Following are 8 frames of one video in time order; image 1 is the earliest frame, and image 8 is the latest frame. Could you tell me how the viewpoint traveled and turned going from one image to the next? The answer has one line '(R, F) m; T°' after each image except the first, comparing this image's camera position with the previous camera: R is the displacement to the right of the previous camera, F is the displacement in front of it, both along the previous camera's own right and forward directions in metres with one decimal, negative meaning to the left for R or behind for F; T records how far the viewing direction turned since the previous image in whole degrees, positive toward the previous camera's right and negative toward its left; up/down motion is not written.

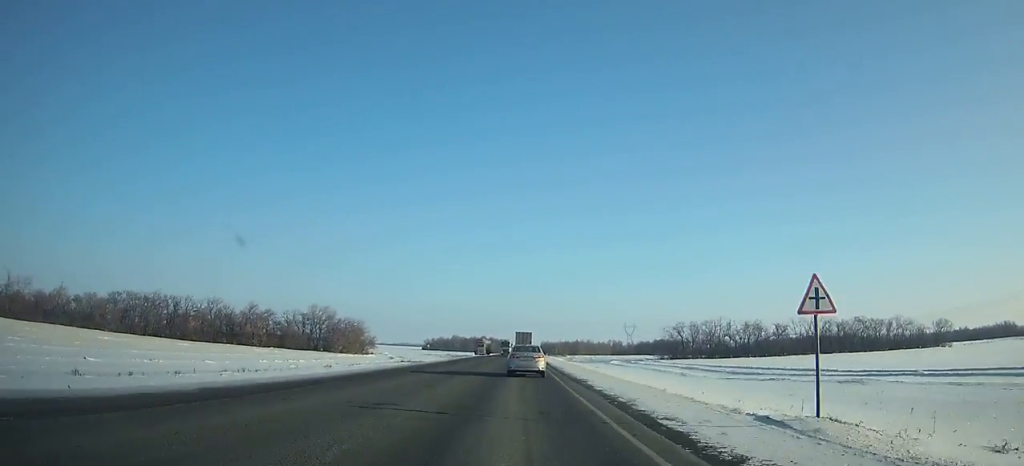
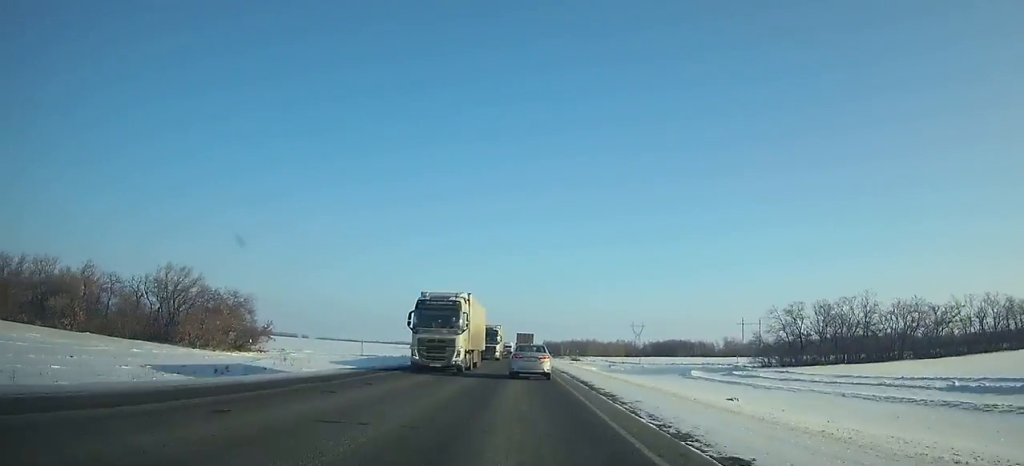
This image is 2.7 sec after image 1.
(+0.1, +60.7) m; 0°
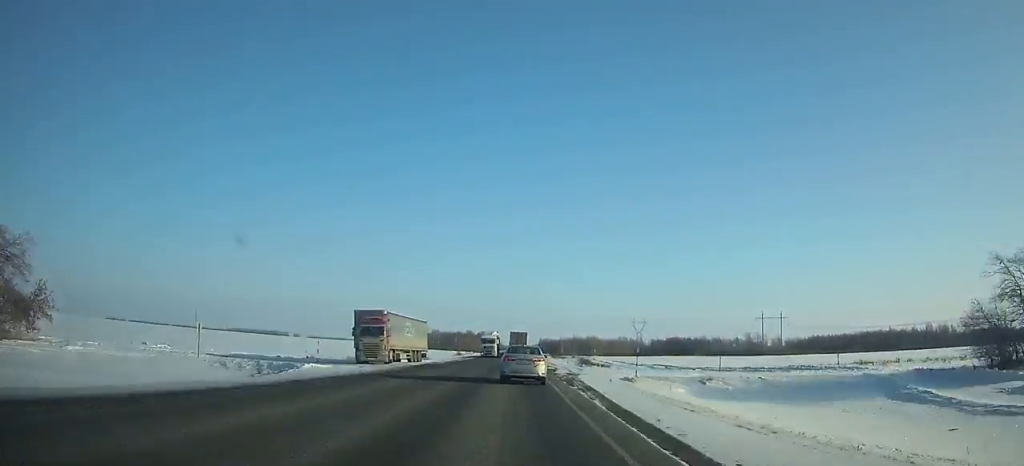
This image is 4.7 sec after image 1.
(0.0, +44.5) m; 0°
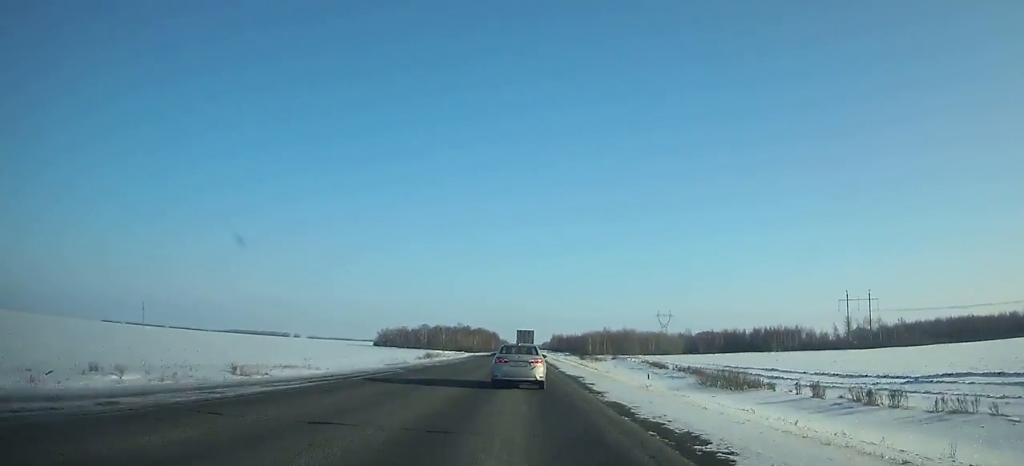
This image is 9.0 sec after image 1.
(-0.4, +94.7) m; 0°
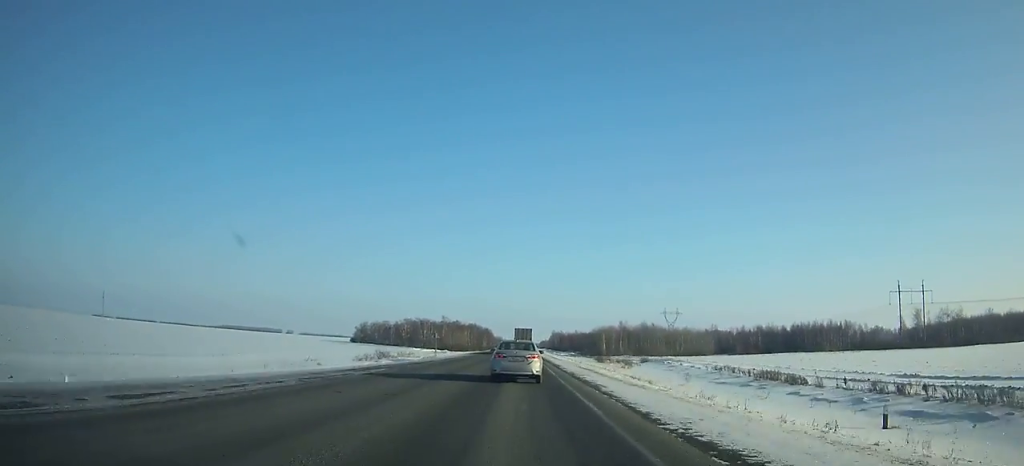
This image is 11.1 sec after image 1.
(0.0, +46.2) m; 0°
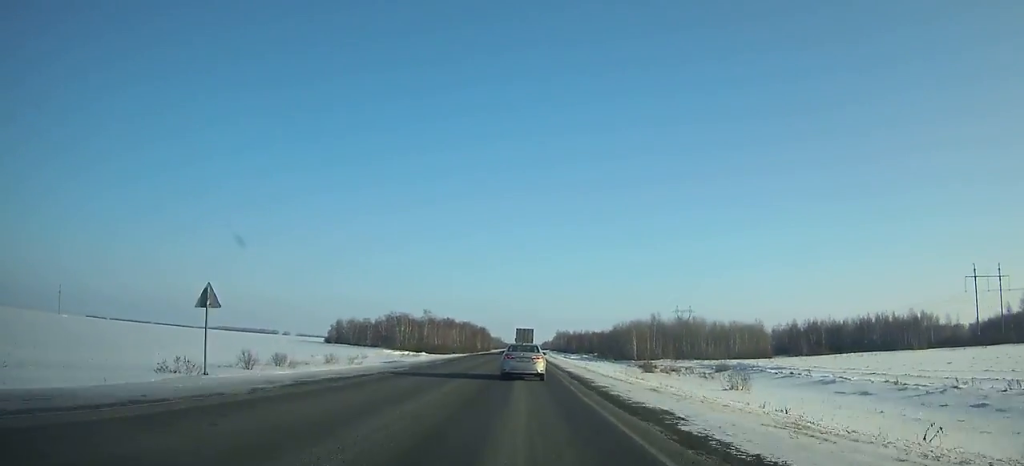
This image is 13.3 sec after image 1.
(0.0, +48.6) m; 0°
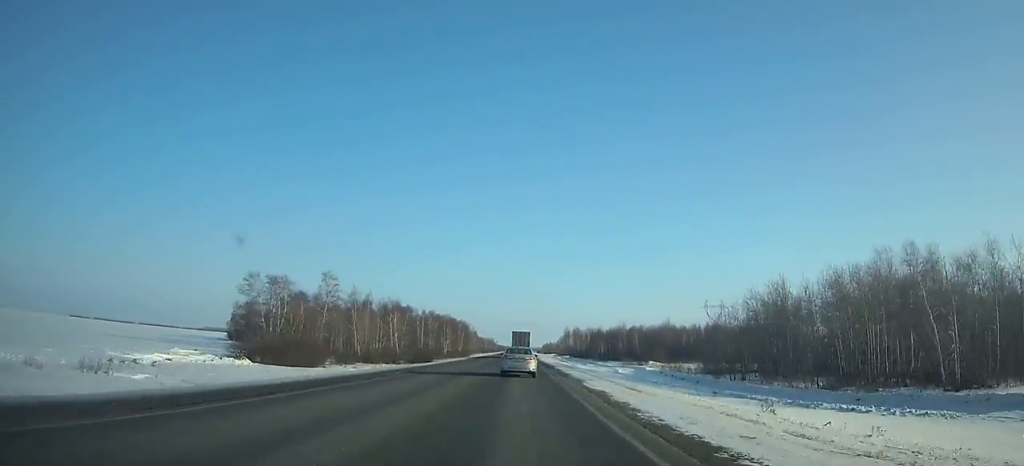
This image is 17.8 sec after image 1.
(+0.3, +101.2) m; 0°
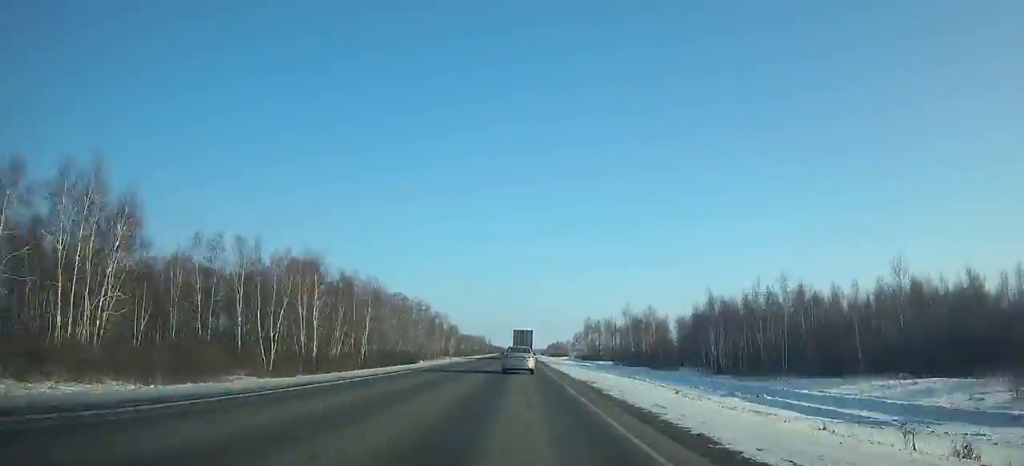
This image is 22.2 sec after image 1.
(+0.2, +101.5) m; 0°
